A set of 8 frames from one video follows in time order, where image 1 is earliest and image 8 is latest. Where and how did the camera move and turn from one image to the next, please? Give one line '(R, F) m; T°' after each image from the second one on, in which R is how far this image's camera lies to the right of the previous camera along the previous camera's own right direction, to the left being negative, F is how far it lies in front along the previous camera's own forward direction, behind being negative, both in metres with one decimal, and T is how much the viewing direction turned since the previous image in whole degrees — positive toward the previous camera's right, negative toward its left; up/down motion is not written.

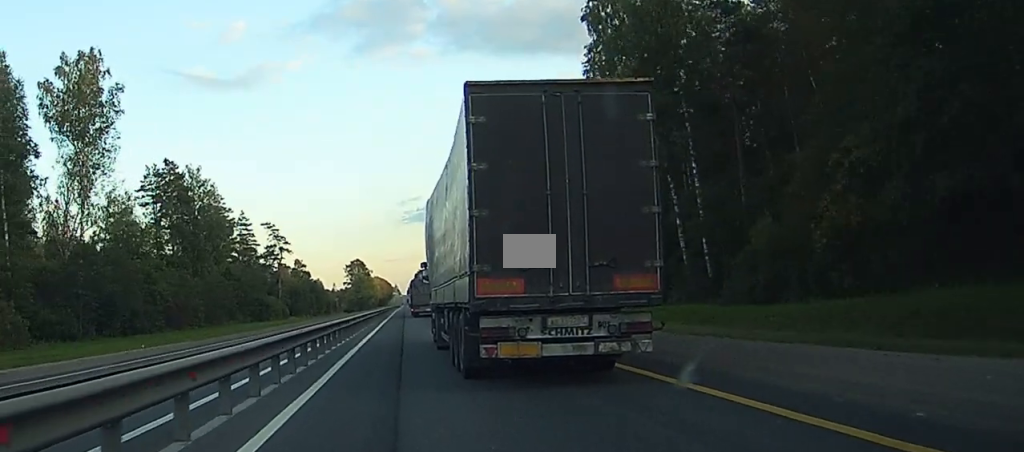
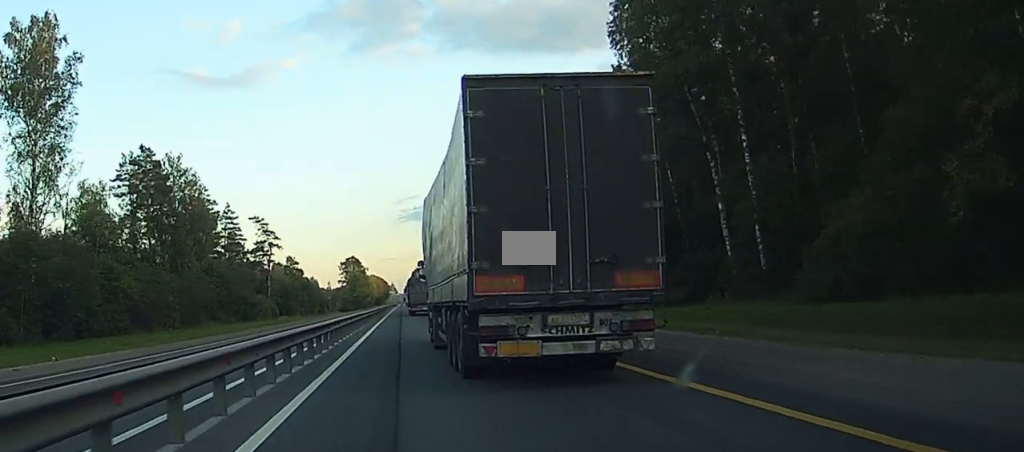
(0.0, +13.6) m; 0°
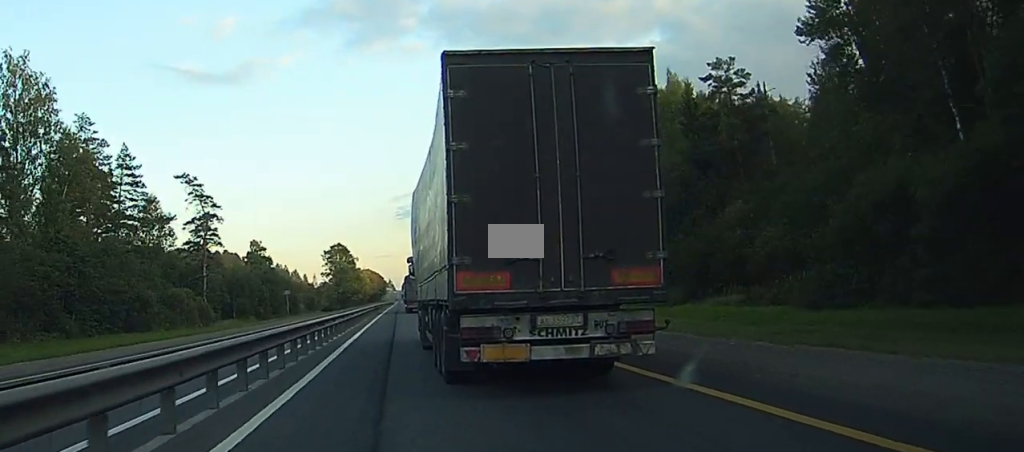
(+0.5, +65.6) m; 0°
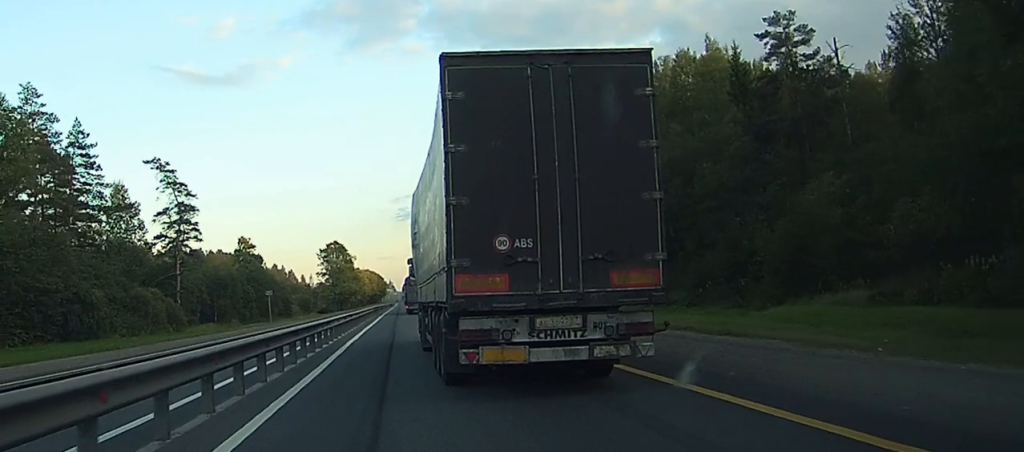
(0.0, +14.8) m; 0°
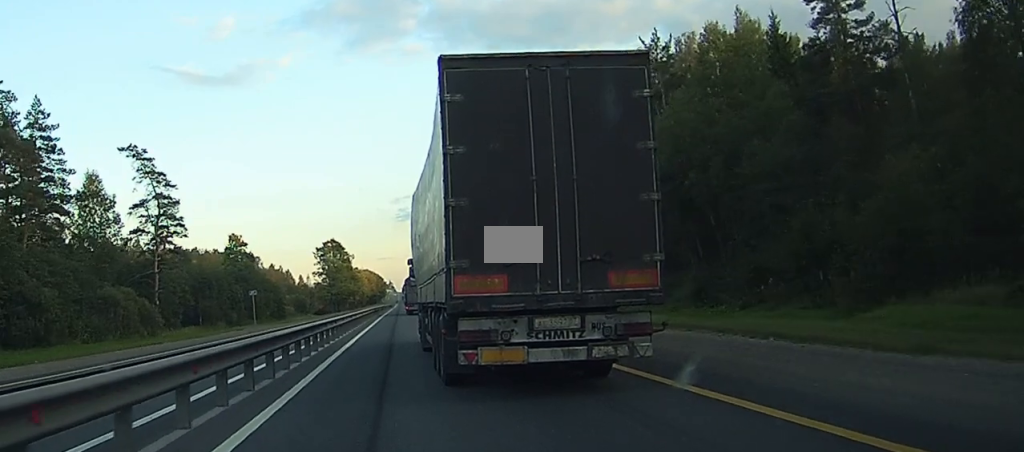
(-0.1, +9.4) m; 0°
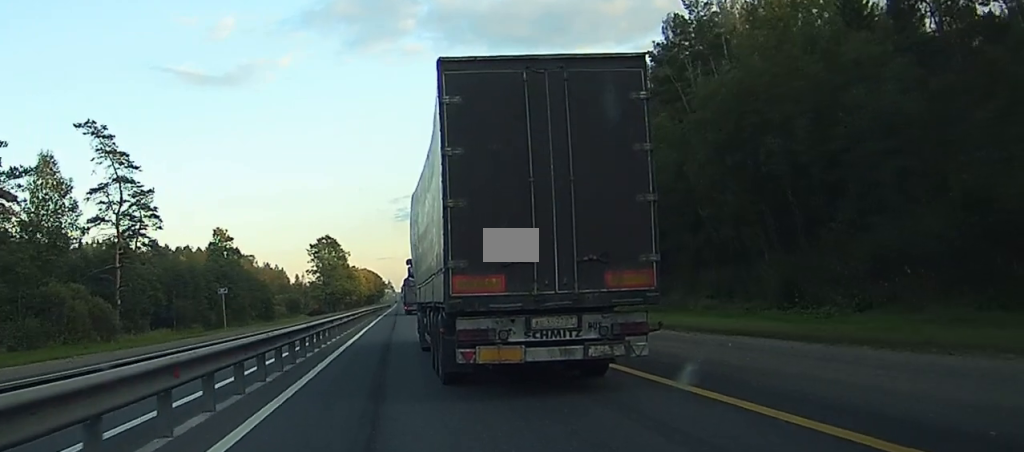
(+0.1, +11.7) m; 0°
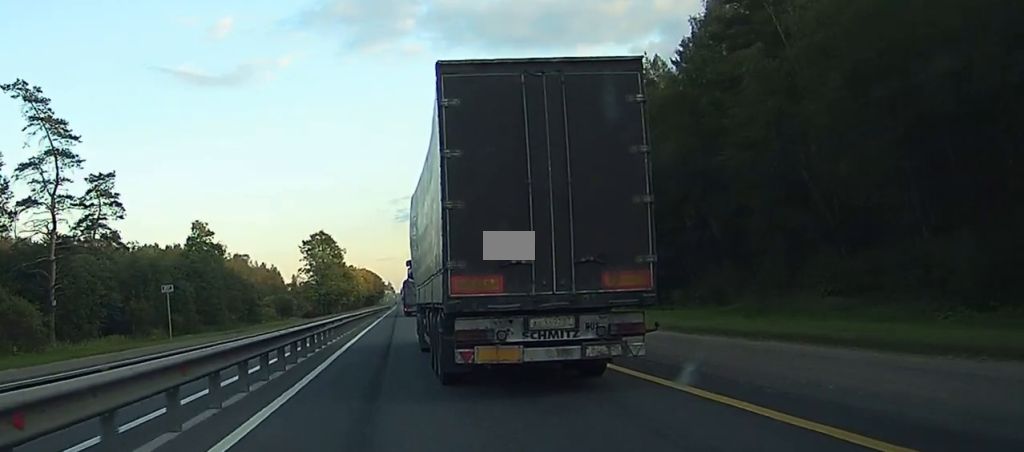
(+0.1, +13.6) m; 0°
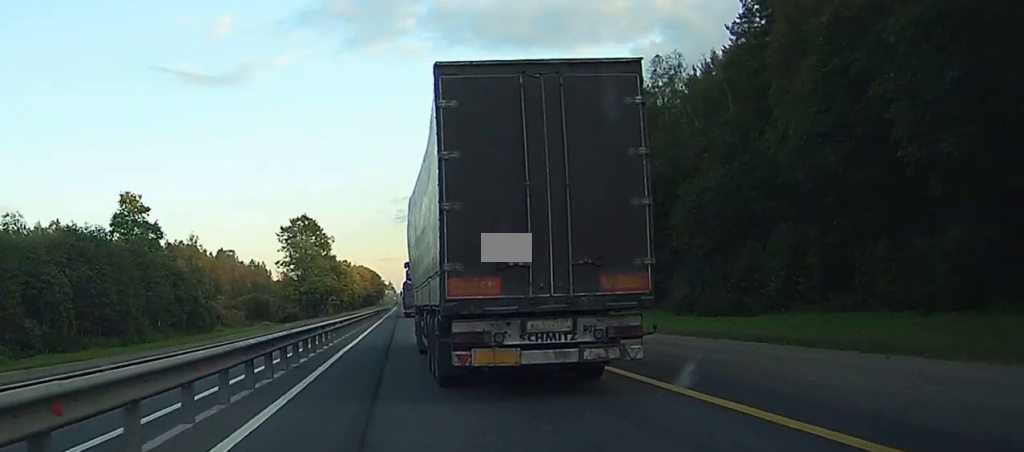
(0.0, +26.9) m; 0°
